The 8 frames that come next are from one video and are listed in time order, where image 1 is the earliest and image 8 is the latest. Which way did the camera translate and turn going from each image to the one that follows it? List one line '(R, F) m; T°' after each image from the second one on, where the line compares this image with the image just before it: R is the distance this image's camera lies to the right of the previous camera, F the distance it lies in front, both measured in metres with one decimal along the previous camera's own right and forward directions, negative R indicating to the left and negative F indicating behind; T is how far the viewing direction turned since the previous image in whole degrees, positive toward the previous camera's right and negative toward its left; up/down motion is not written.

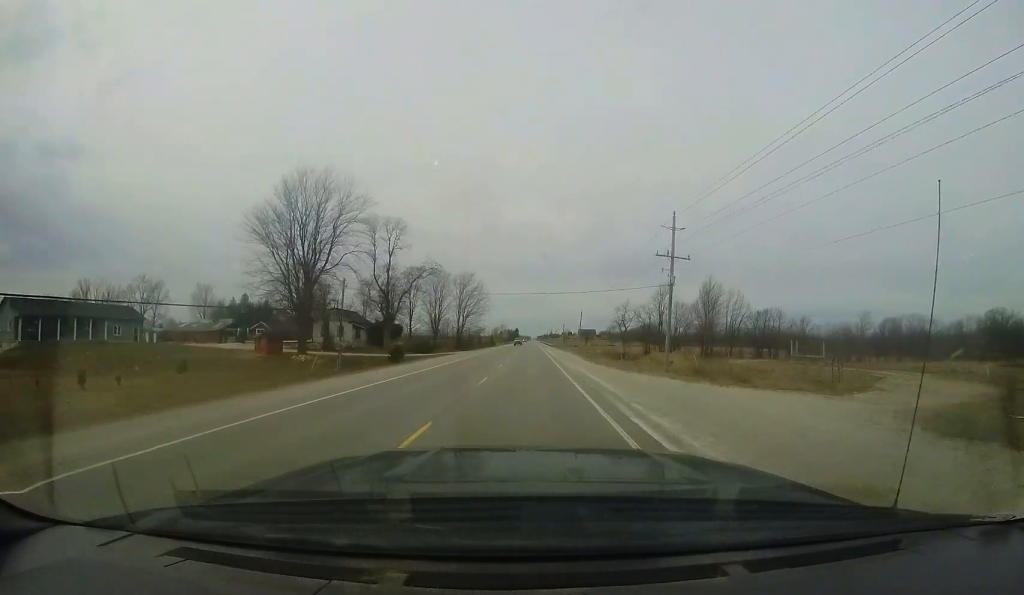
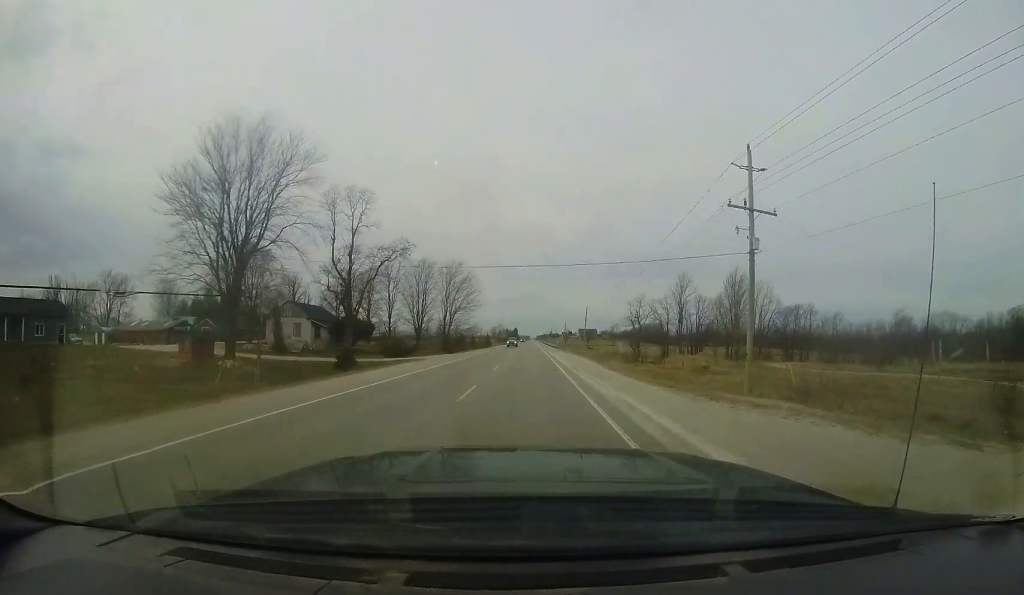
(0.0, +12.1) m; 0°
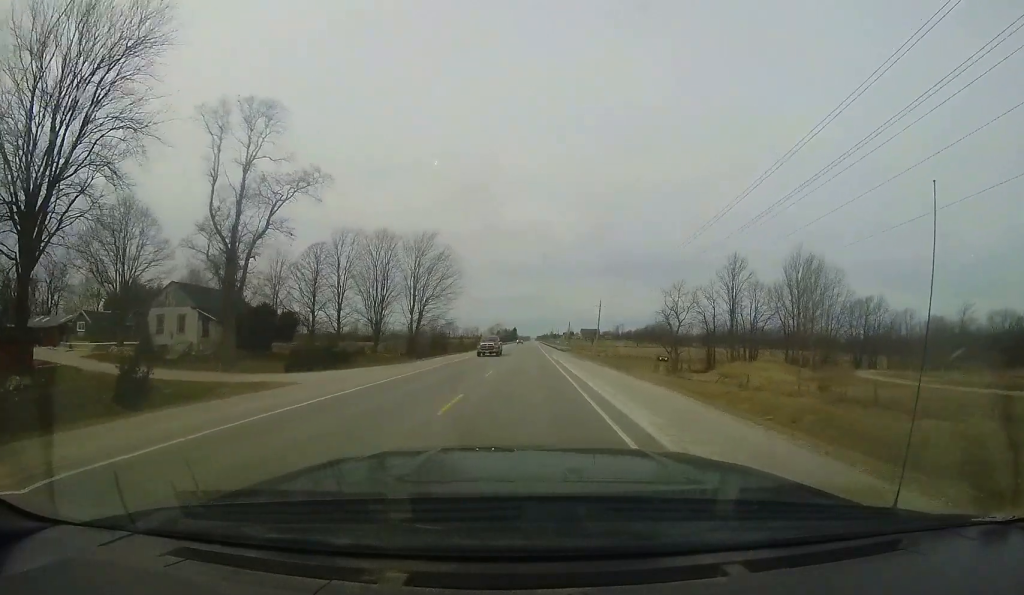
(+0.2, +19.5) m; 0°
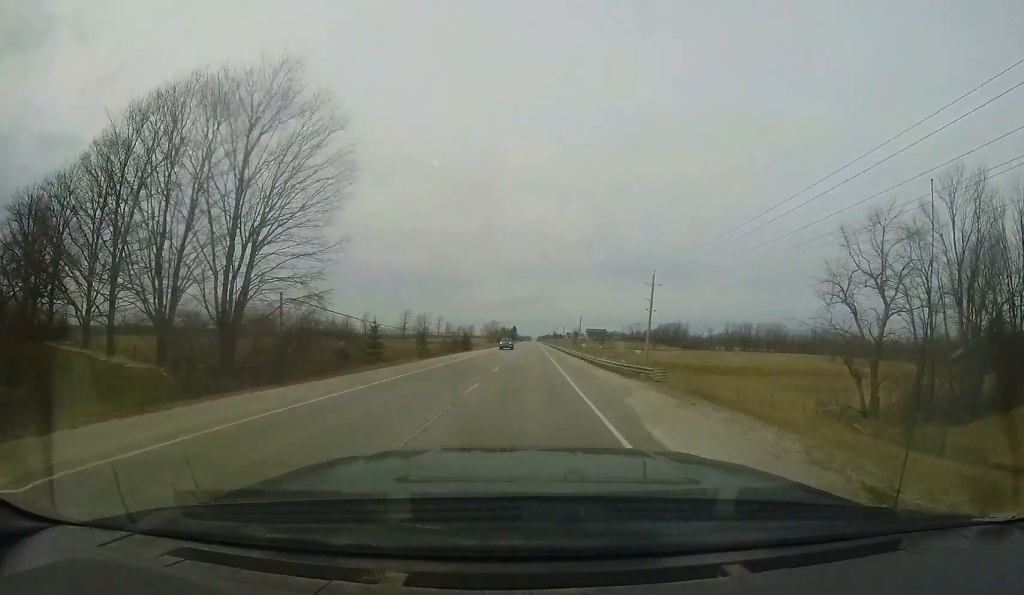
(-0.4, +33.3) m; +1°
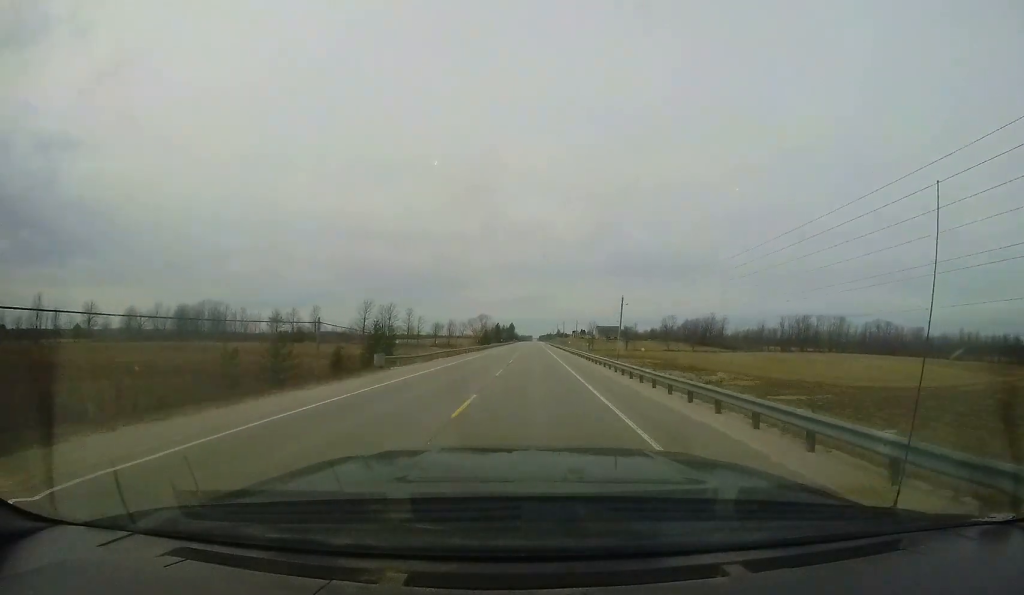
(+0.9, +56.7) m; +1°
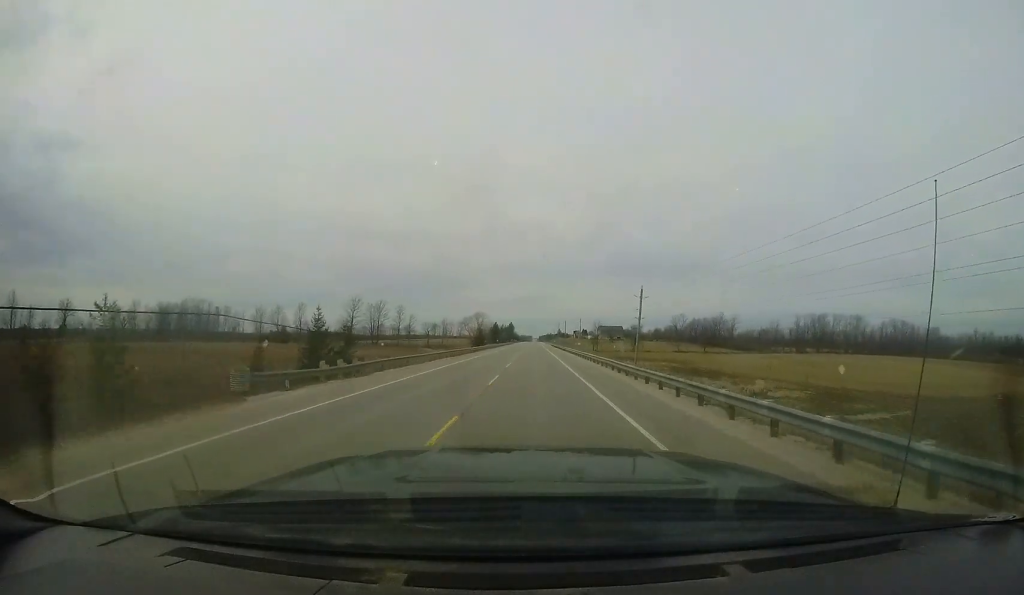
(+0.2, +12.1) m; 0°
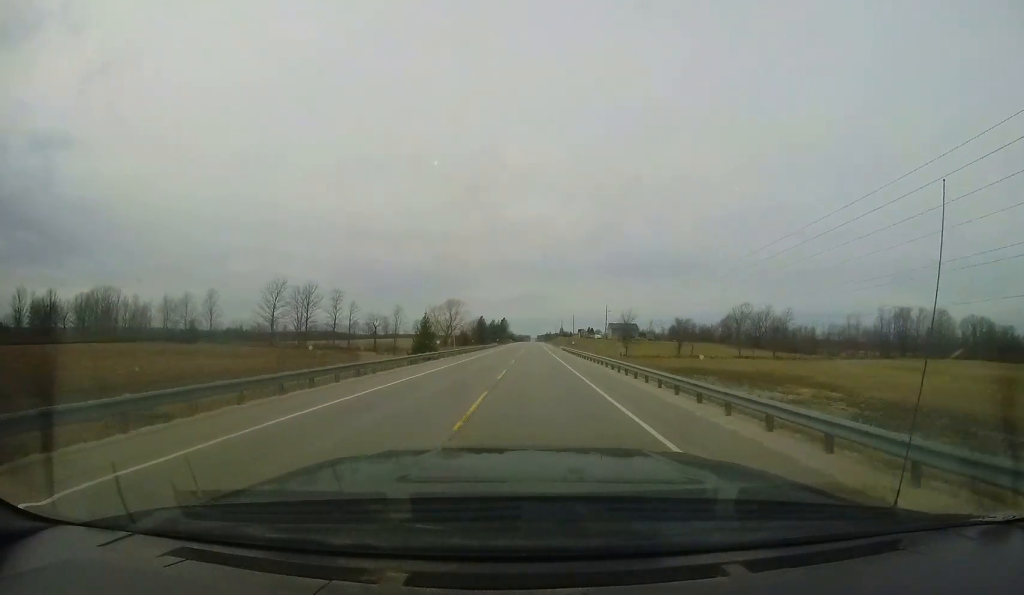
(-0.3, +51.2) m; -1°
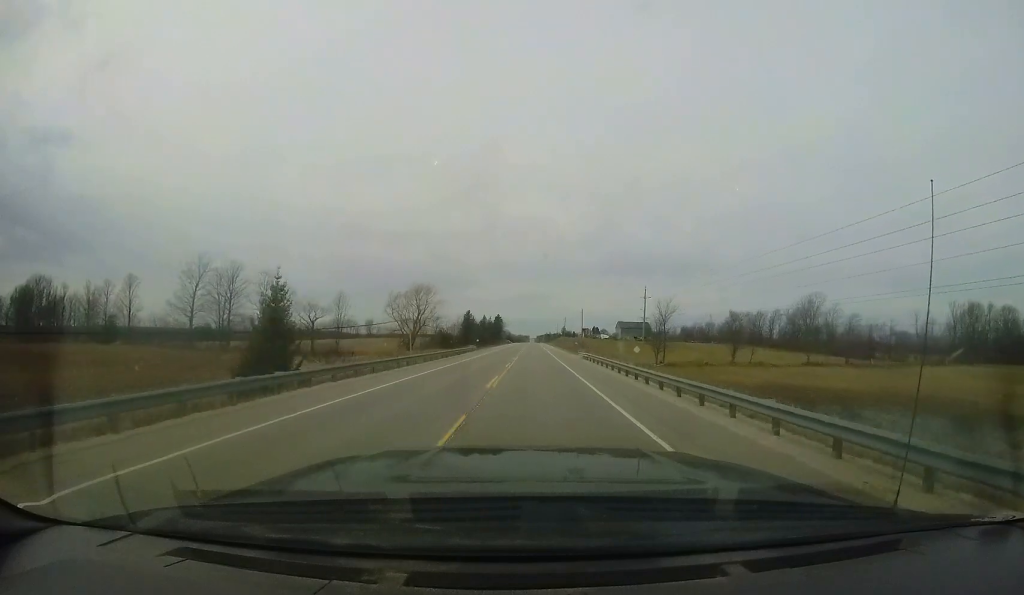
(0.0, +30.8) m; 0°
